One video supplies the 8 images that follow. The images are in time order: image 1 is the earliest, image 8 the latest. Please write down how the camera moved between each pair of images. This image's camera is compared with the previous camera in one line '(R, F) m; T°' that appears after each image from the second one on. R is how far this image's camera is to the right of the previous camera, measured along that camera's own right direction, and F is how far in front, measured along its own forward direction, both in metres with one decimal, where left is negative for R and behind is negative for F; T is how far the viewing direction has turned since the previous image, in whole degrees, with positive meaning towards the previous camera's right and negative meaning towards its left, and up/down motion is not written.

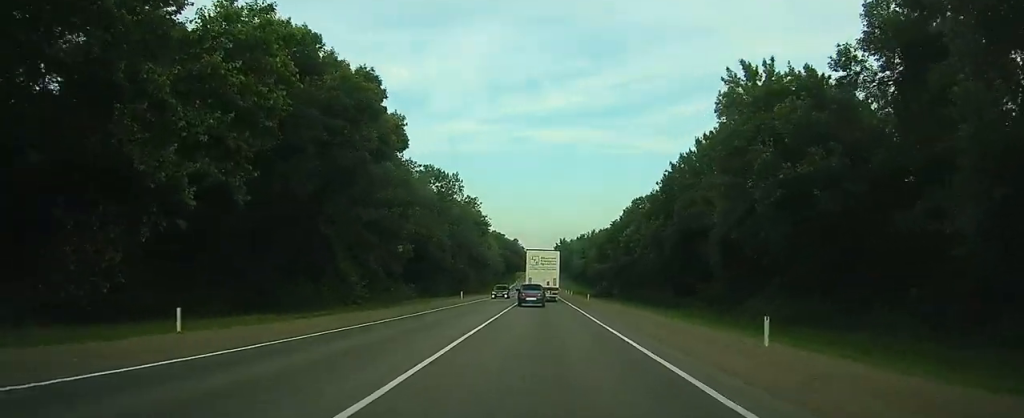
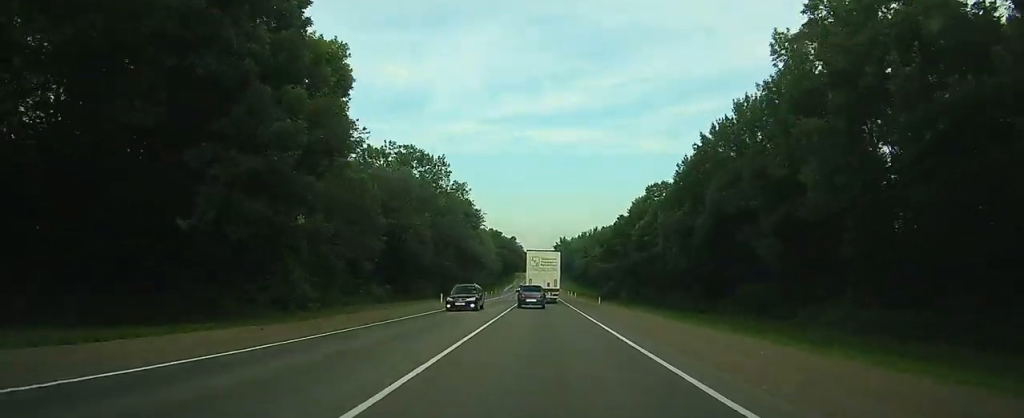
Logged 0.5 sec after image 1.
(0.0, +12.3) m; 0°
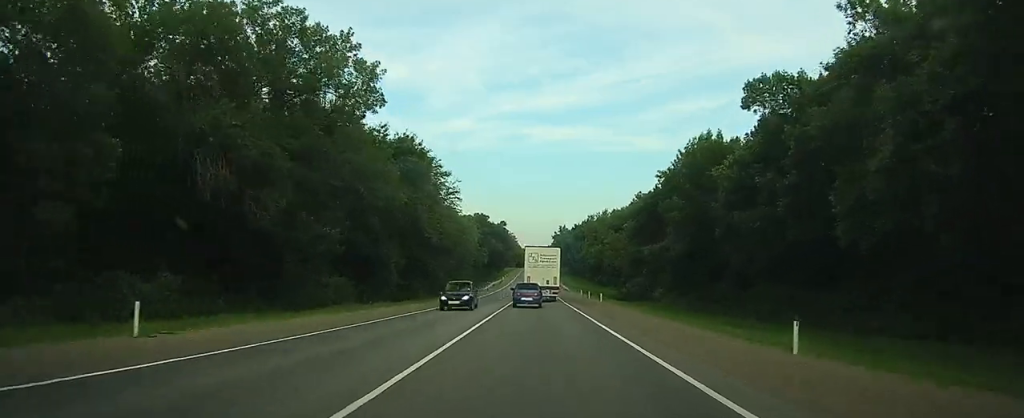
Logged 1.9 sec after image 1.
(0.0, +39.0) m; 0°
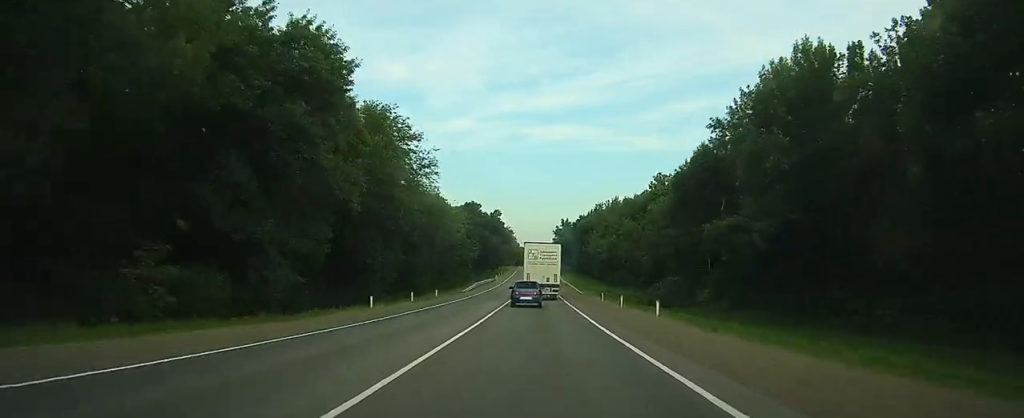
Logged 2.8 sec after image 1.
(0.0, +22.3) m; 0°
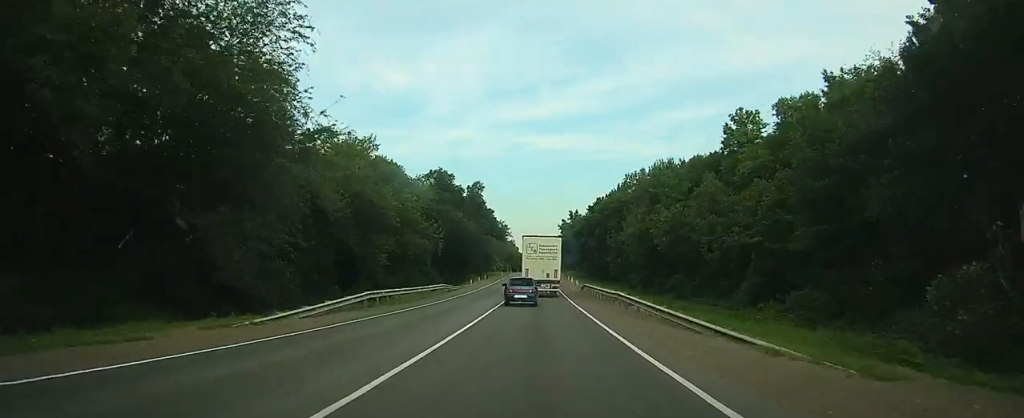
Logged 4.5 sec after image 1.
(+0.1, +46.8) m; 0°
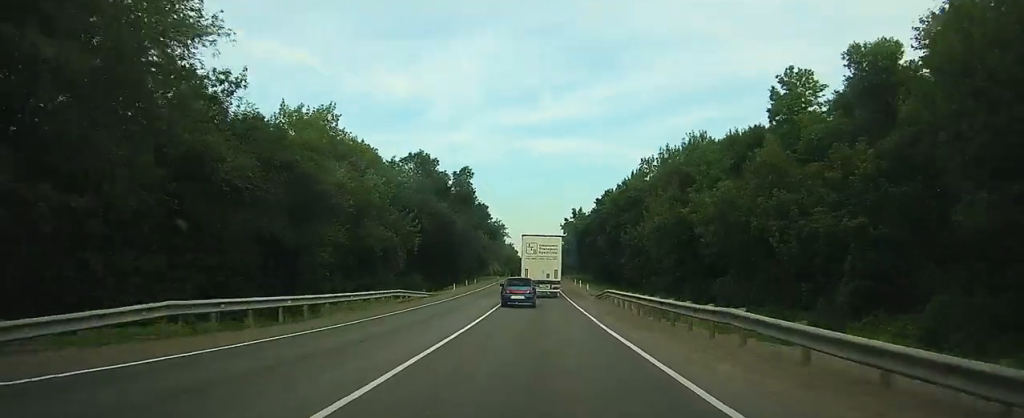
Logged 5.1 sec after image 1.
(+0.1, +14.6) m; 0°
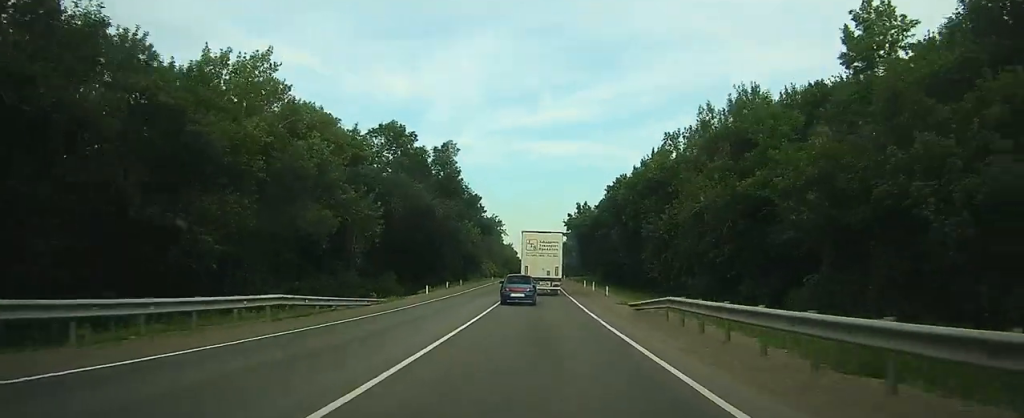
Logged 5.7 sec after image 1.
(0.0, +14.1) m; 0°
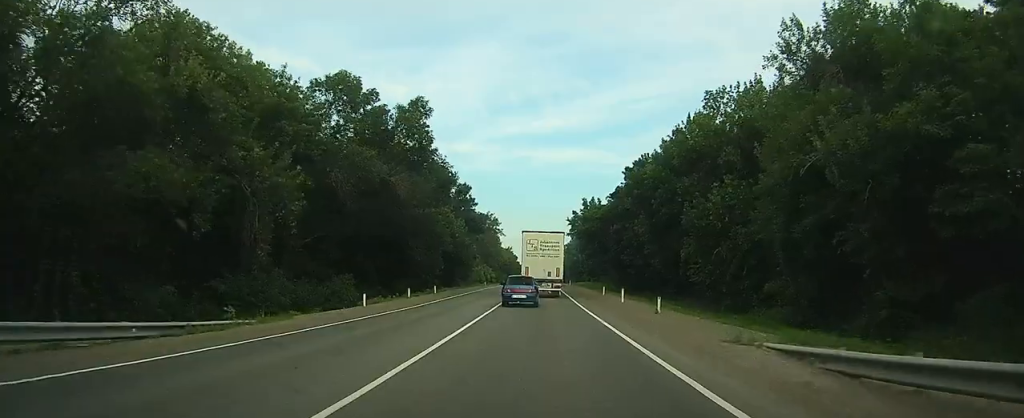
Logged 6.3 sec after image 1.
(0.0, +15.5) m; 0°
